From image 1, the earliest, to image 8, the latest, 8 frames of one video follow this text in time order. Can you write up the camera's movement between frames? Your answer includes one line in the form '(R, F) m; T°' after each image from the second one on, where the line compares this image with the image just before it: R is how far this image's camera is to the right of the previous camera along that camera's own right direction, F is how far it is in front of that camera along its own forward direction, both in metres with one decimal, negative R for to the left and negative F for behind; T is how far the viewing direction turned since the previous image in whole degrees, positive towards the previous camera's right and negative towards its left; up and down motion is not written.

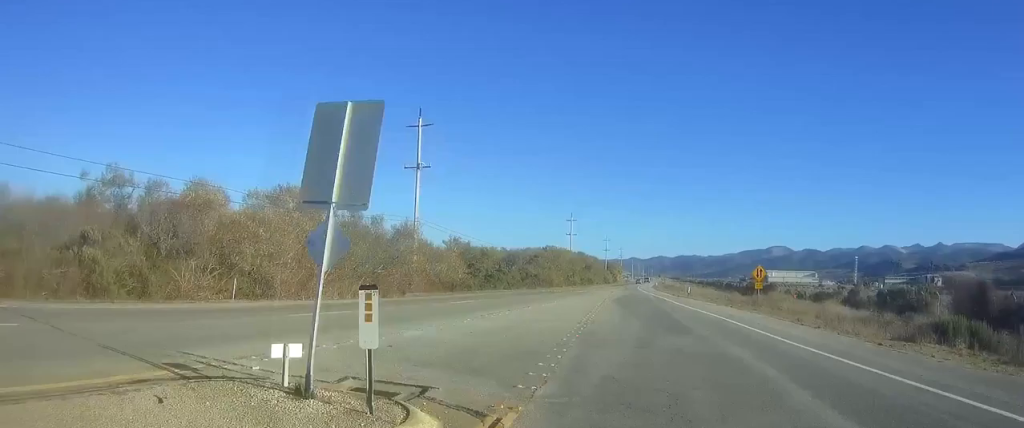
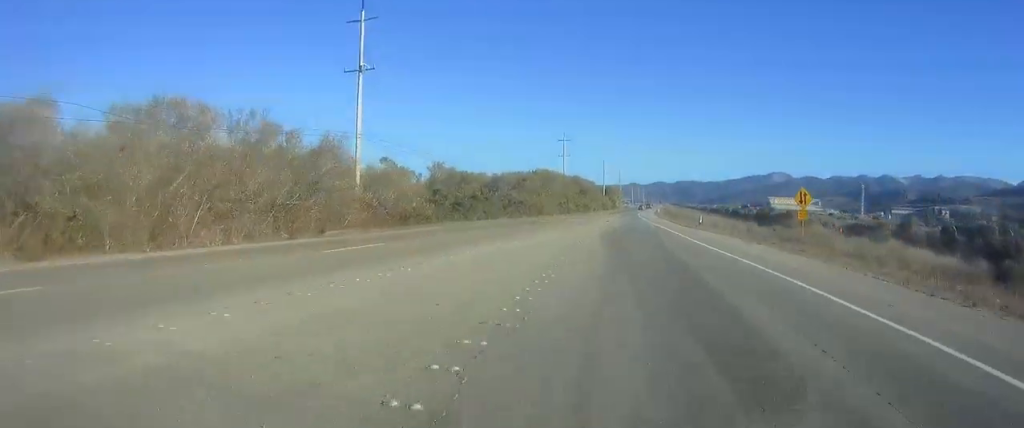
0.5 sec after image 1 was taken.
(-0.4, +13.9) m; -1°
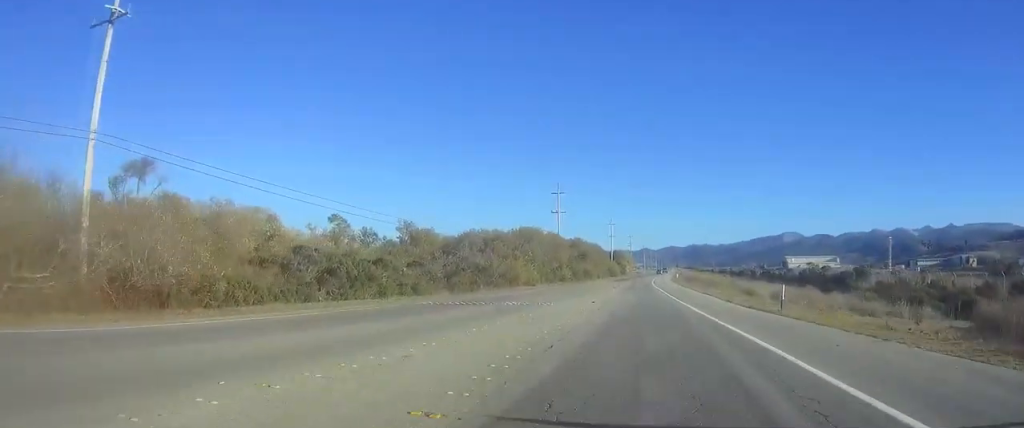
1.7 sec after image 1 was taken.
(-0.4, +30.3) m; 0°
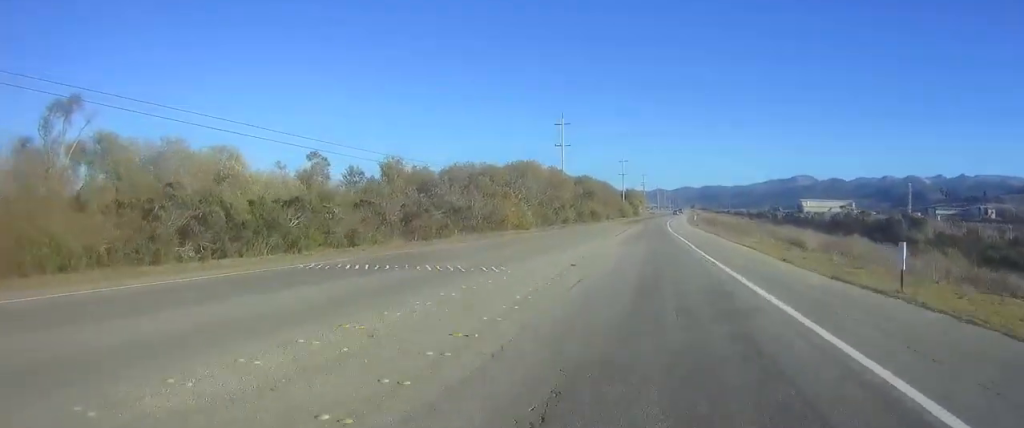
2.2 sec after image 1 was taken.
(0.0, +13.1) m; 0°
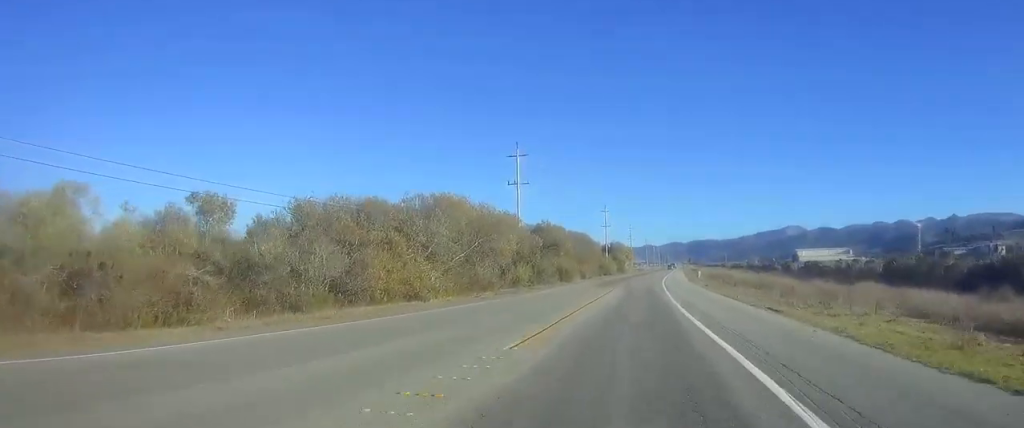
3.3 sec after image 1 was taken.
(-0.3, +29.3) m; -1°
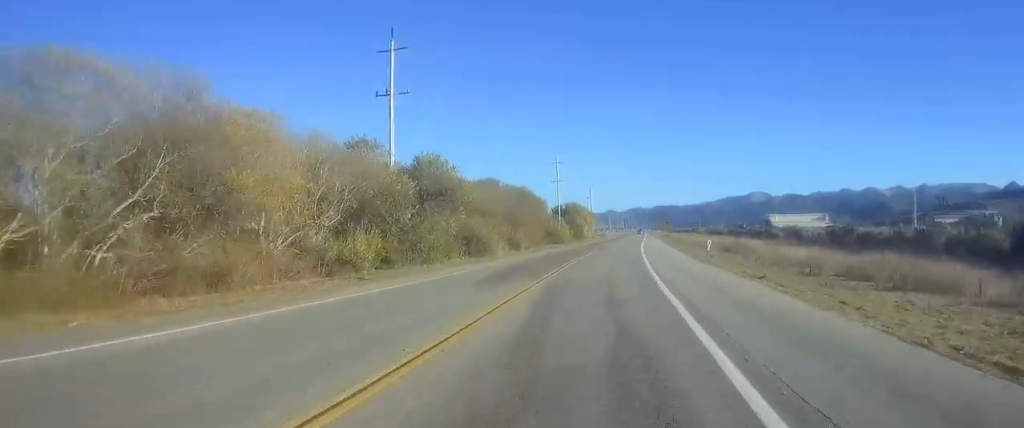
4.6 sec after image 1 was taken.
(+0.6, +35.1) m; +3°
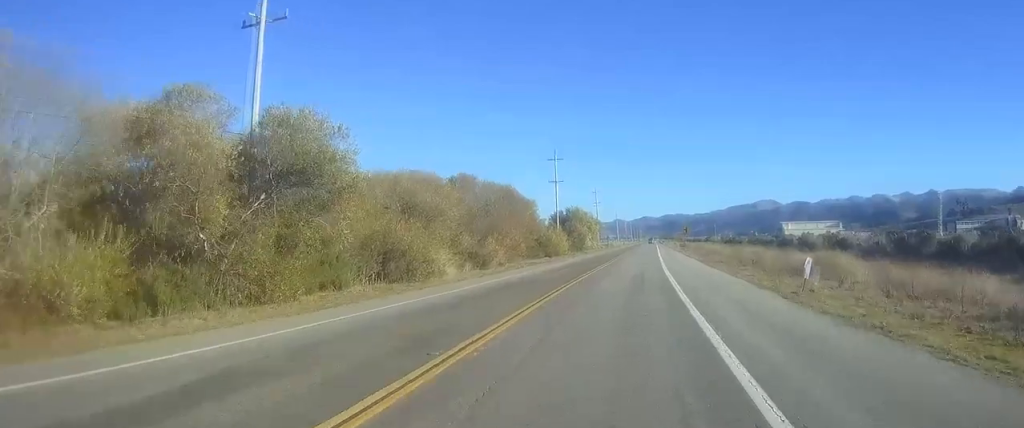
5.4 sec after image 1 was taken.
(+0.4, +21.2) m; +1°
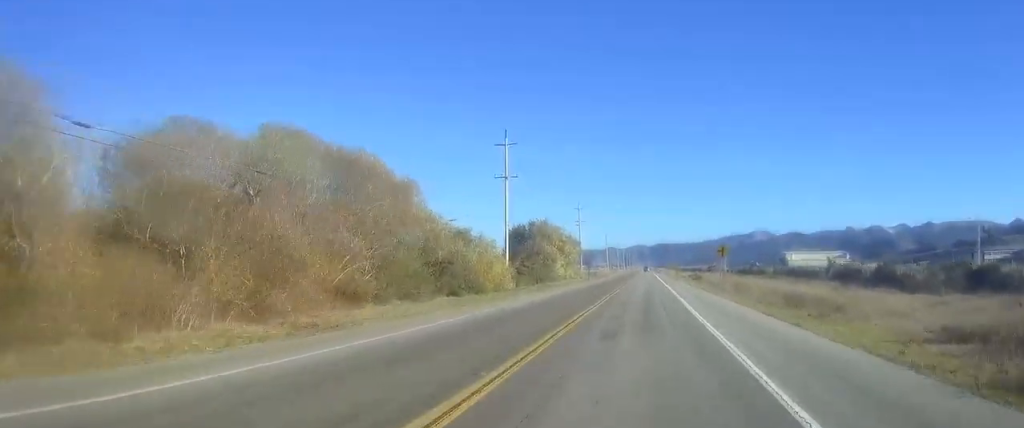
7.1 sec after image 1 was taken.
(0.0, +43.2) m; 0°
